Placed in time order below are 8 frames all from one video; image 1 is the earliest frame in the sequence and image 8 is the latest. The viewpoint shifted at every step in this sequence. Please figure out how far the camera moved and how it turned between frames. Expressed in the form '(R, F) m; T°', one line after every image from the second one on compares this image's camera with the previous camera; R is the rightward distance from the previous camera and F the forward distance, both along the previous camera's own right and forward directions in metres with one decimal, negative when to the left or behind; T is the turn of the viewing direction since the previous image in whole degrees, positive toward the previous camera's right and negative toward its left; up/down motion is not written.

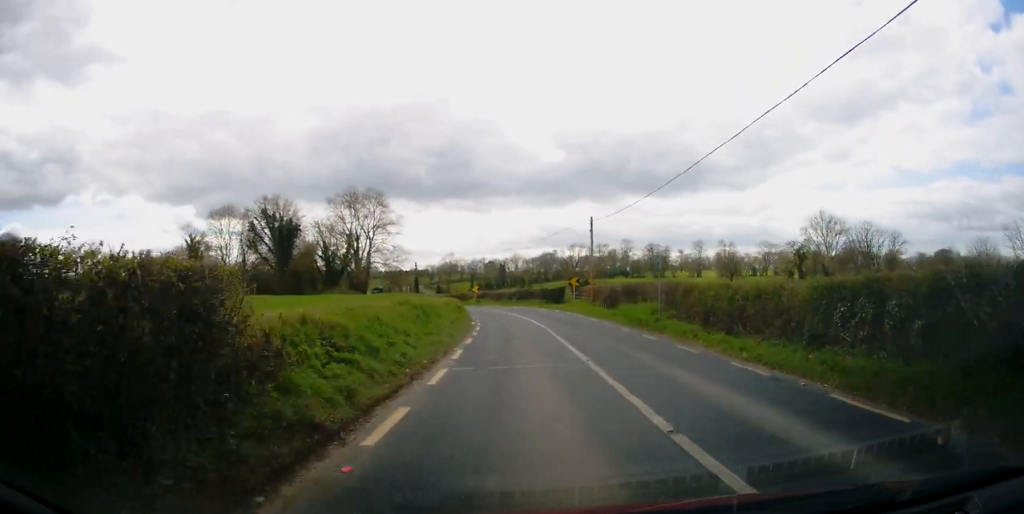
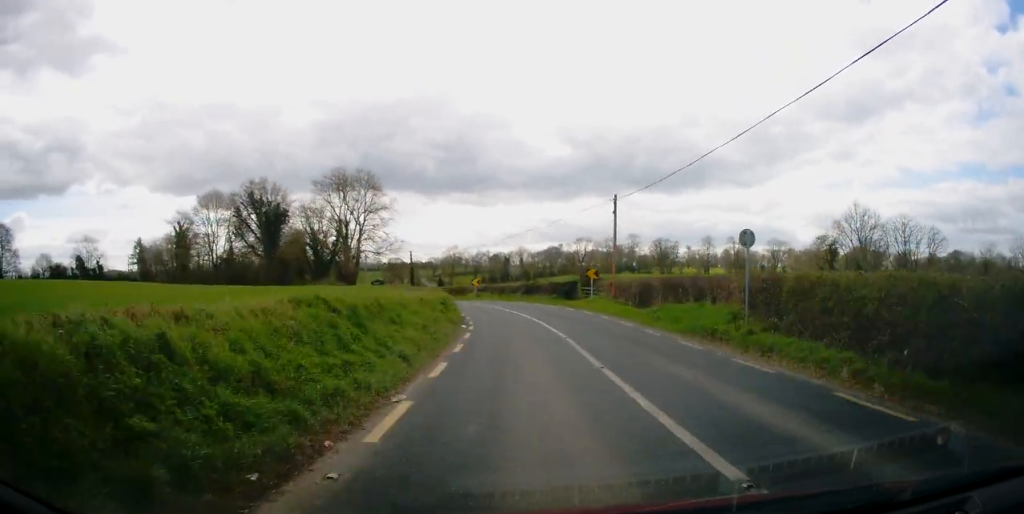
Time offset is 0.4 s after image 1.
(-0.1, +7.9) m; -1°
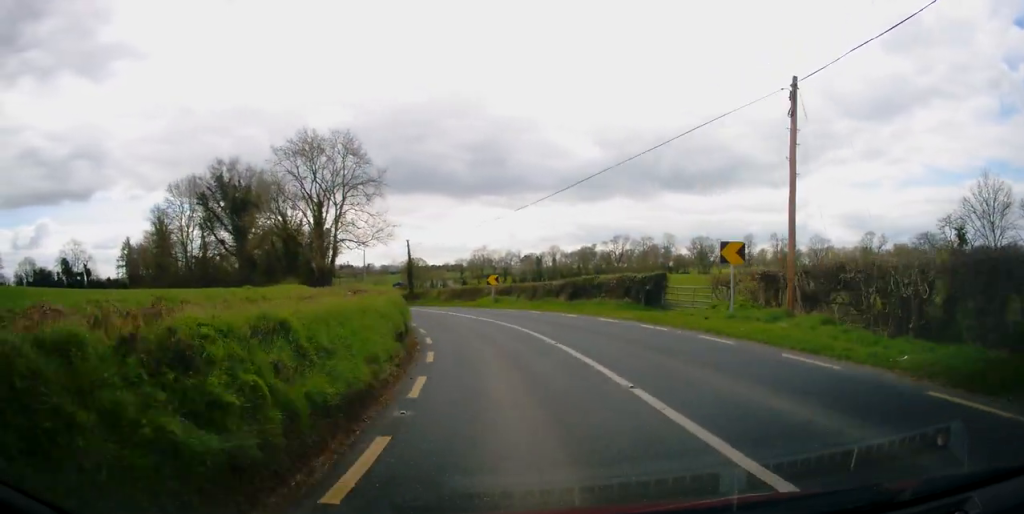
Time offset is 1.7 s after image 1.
(-0.3, +21.5) m; -2°
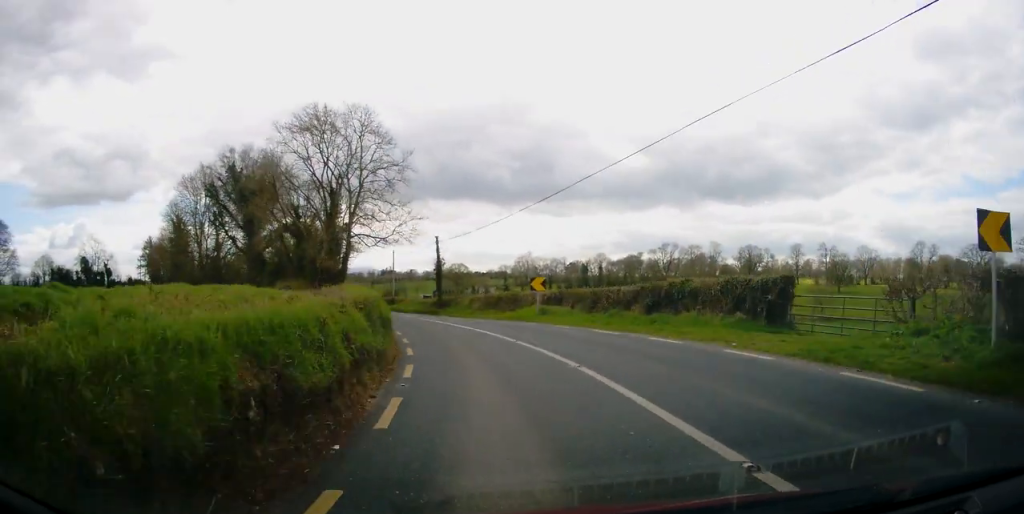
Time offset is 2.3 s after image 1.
(+0.1, +9.8) m; -2°
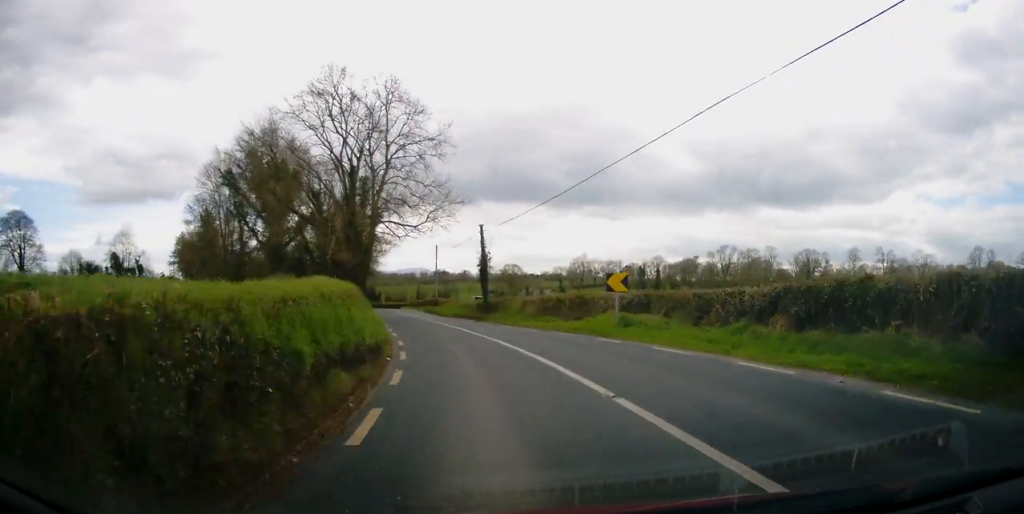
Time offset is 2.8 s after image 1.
(-0.3, +8.7) m; -5°
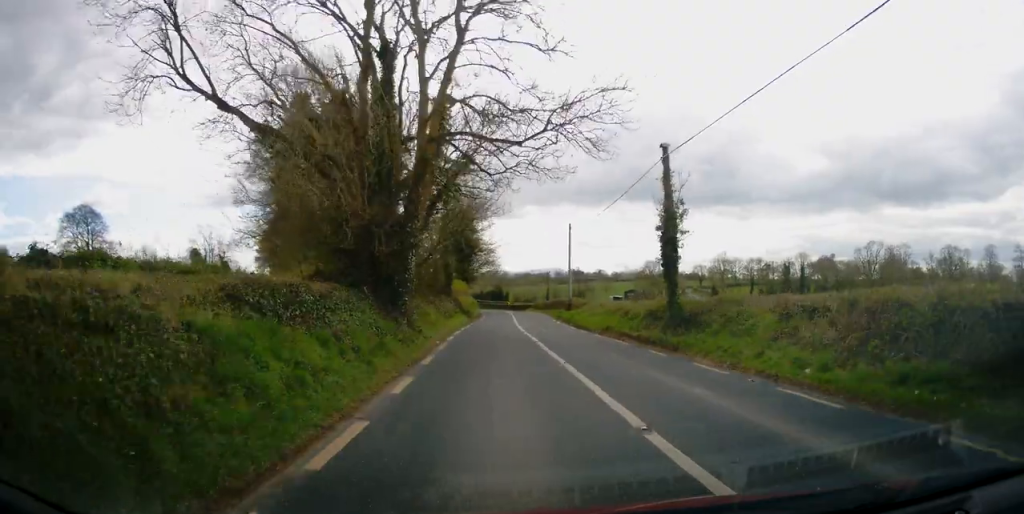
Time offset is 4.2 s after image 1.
(-2.1, +20.4) m; -14°
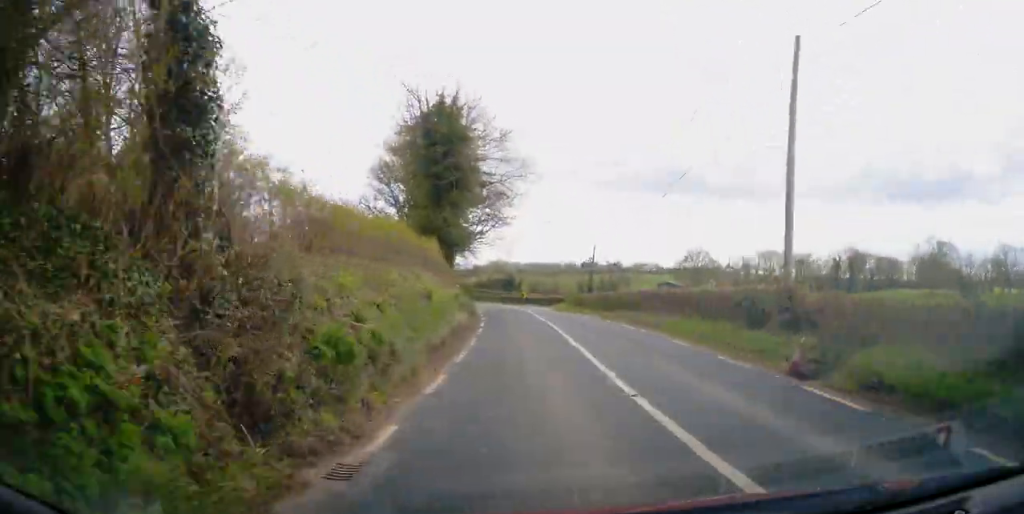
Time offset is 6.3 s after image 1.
(-2.5, +35.5) m; -3°
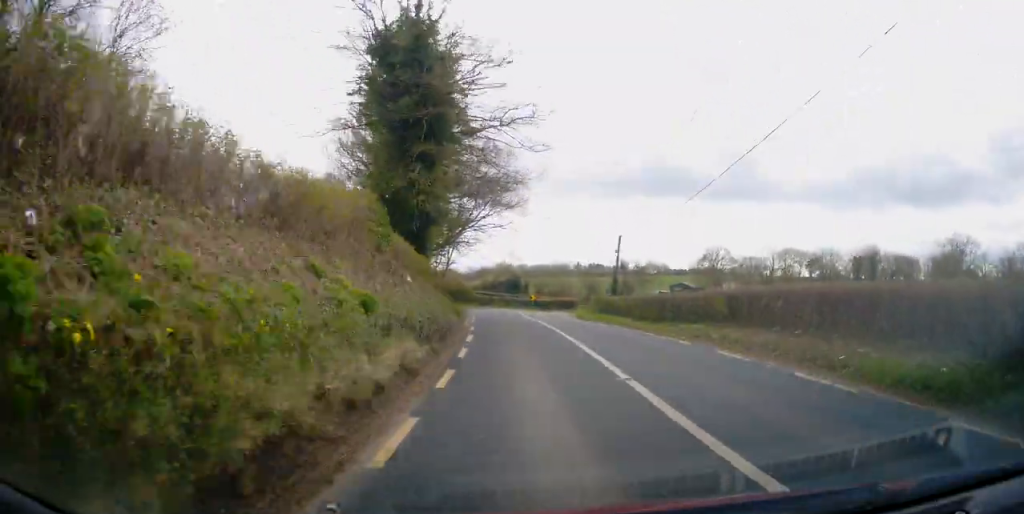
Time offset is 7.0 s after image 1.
(+0.1, +11.3) m; -1°
